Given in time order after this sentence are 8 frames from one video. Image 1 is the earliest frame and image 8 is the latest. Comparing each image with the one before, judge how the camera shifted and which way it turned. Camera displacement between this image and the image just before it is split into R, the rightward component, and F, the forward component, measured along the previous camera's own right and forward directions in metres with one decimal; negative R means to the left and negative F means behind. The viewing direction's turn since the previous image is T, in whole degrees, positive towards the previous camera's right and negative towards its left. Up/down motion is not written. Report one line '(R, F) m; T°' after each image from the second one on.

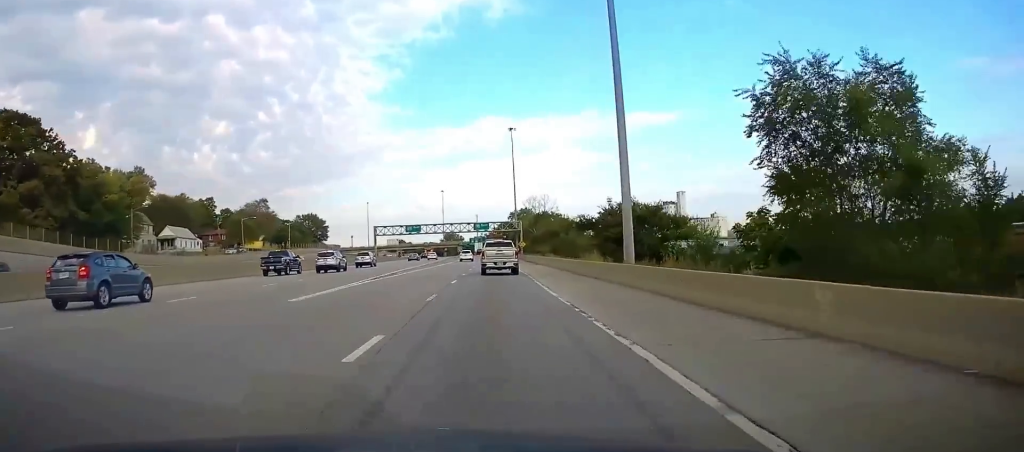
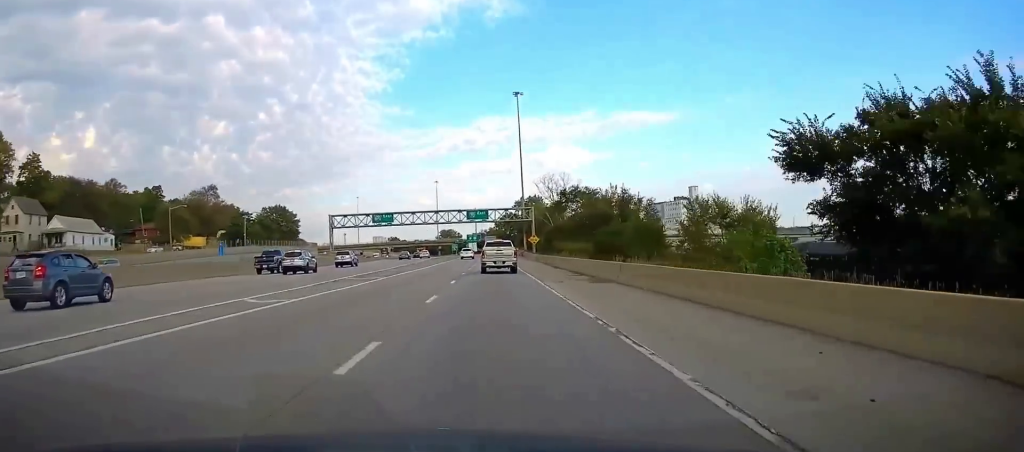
(+0.1, +39.1) m; 0°
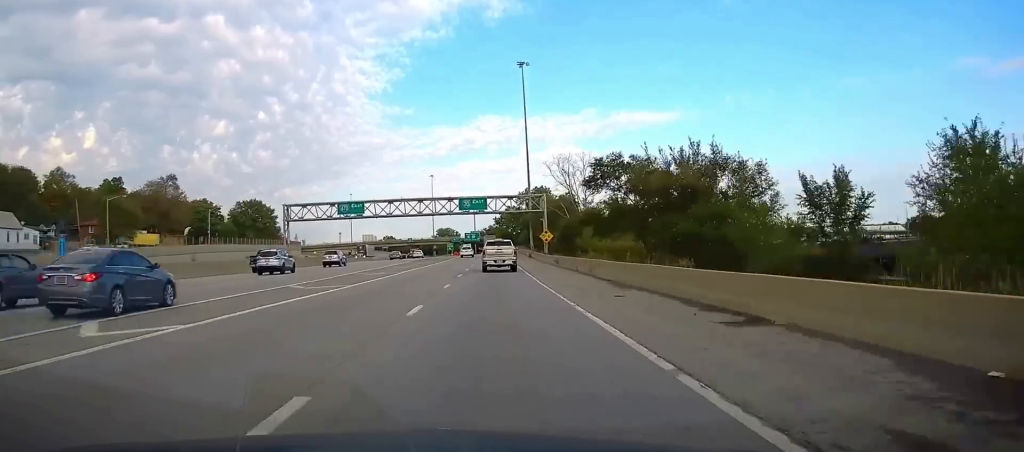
(0.0, +22.9) m; 0°
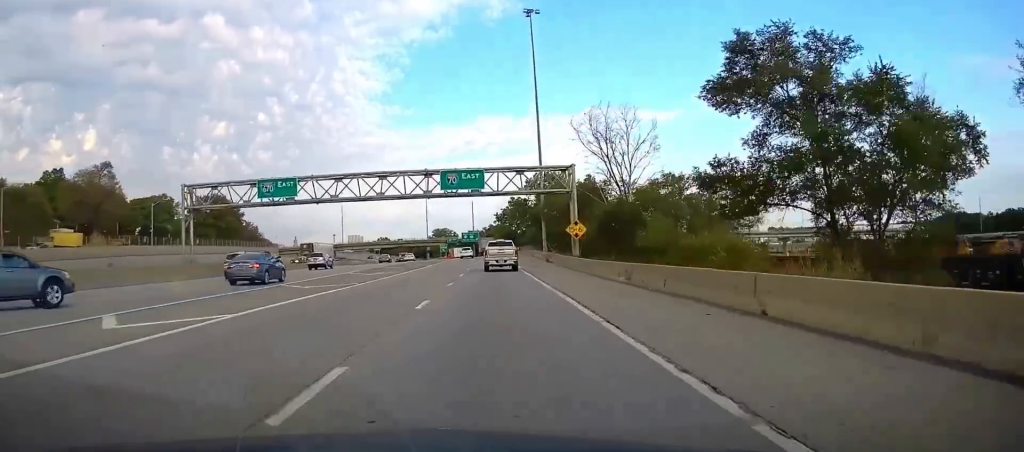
(0.0, +26.3) m; 0°
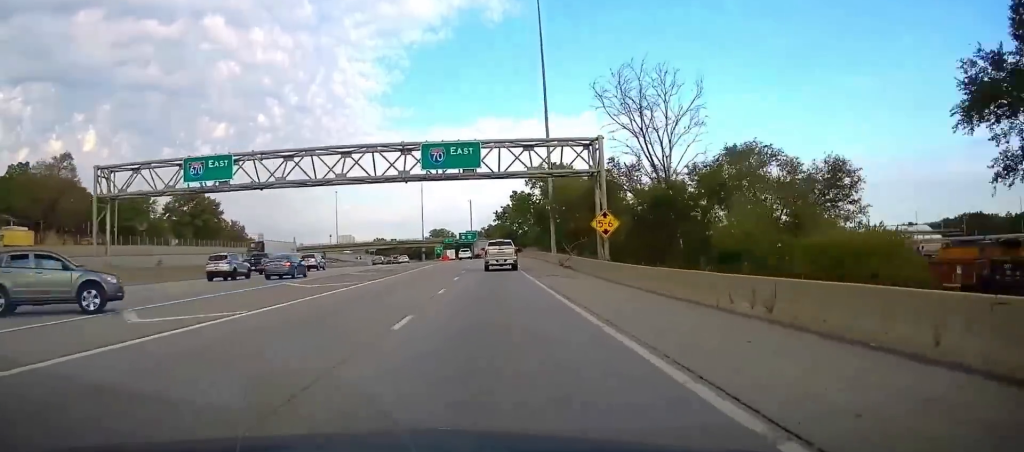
(0.0, +13.6) m; 0°
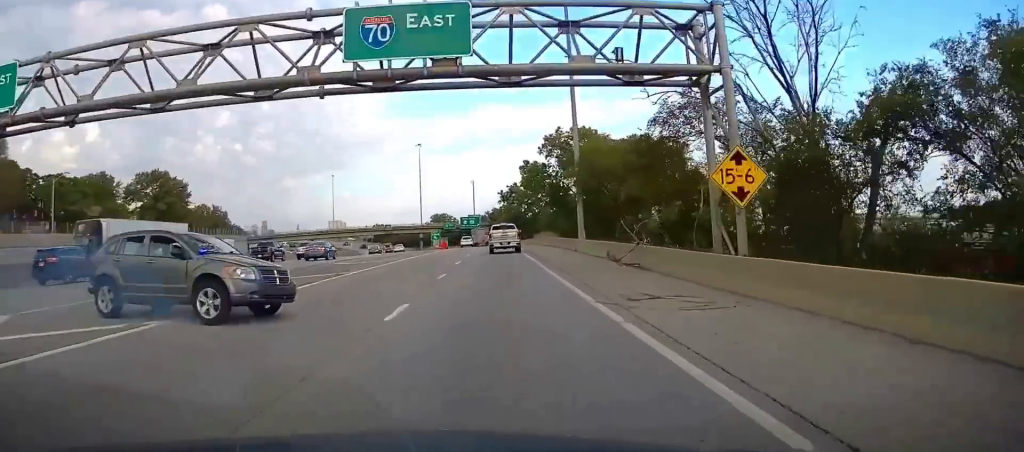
(0.0, +18.0) m; 0°
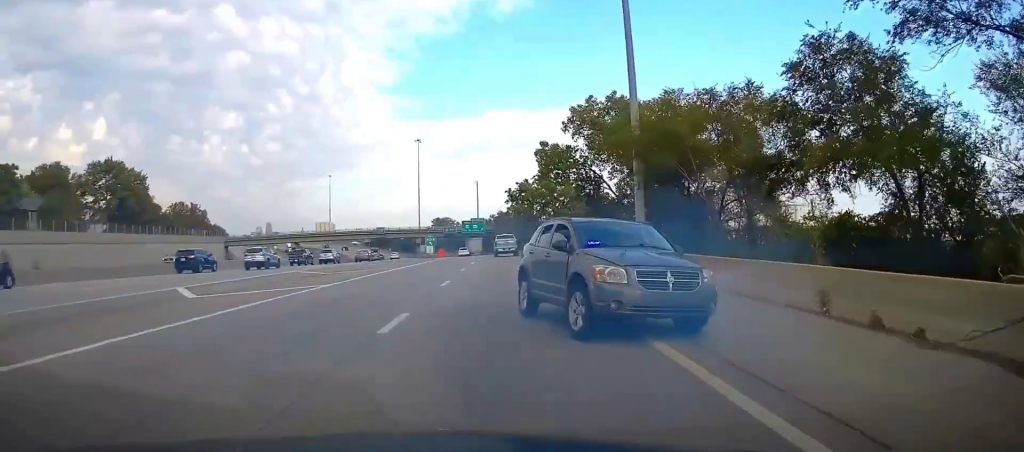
(0.0, +17.3) m; 0°
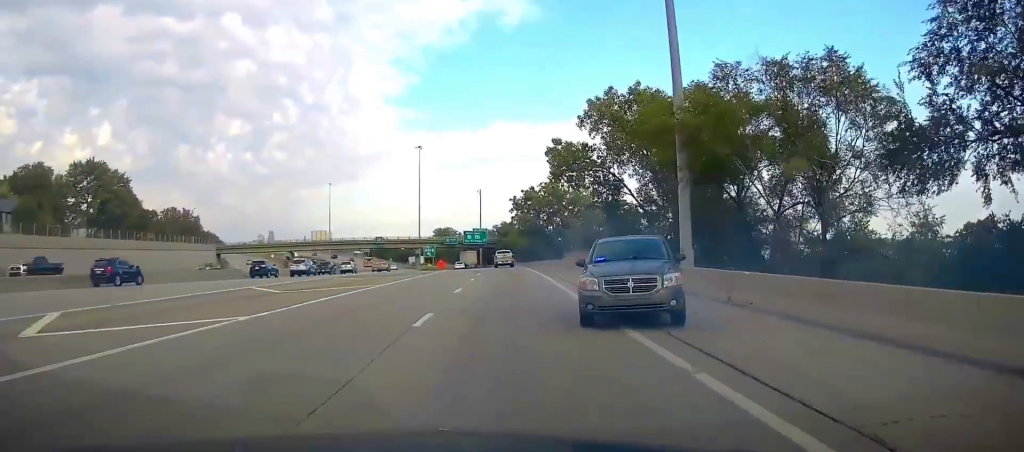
(-0.1, +5.6) m; -2°
